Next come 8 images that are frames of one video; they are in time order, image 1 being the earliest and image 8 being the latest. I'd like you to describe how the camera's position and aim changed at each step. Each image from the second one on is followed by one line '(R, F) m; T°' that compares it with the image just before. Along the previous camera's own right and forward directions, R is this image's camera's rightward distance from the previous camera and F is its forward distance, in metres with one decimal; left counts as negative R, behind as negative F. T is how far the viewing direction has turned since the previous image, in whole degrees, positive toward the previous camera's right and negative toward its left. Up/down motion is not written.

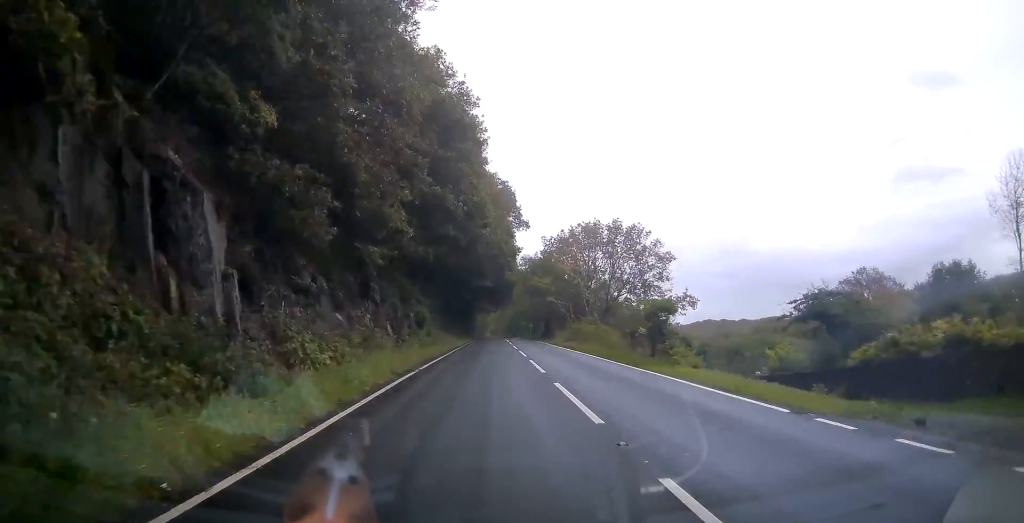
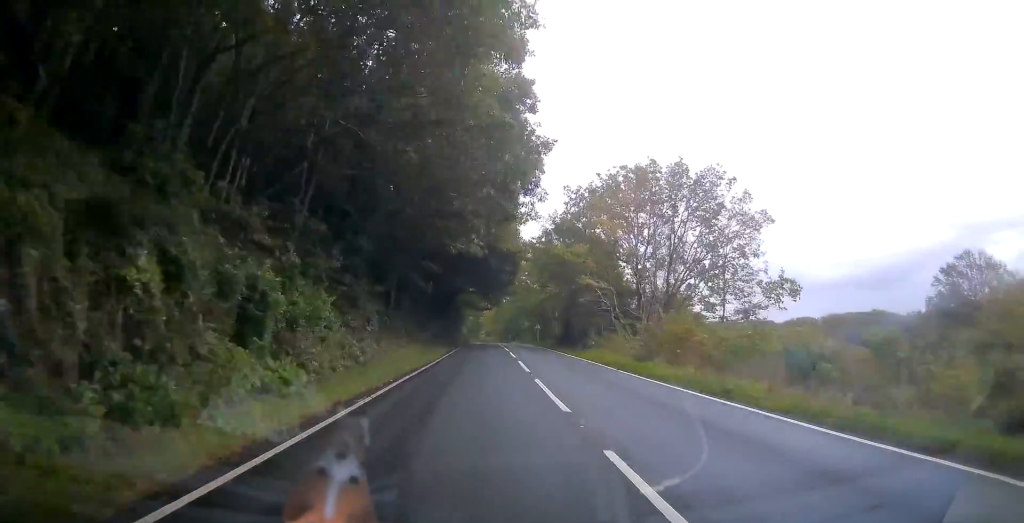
(-0.1, +25.8) m; 0°
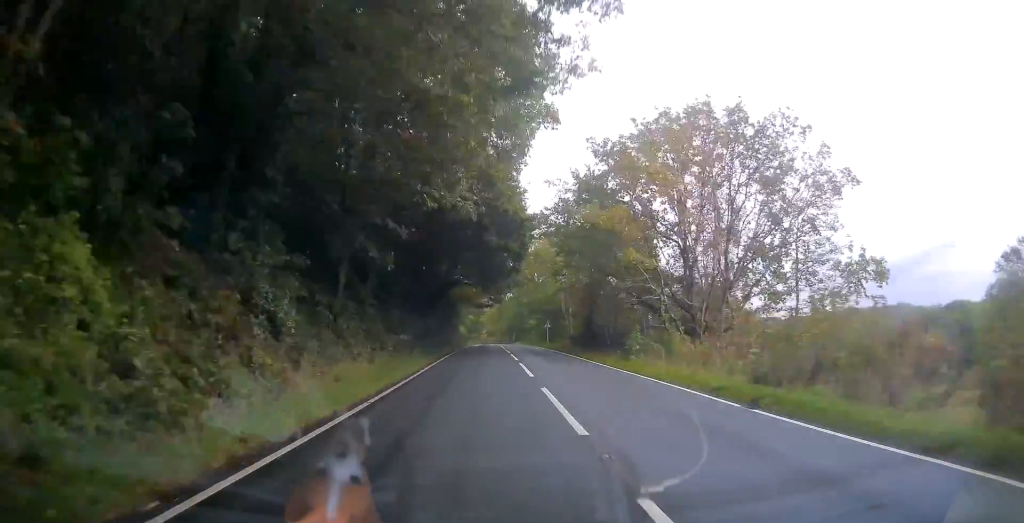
(0.0, +11.1) m; 0°
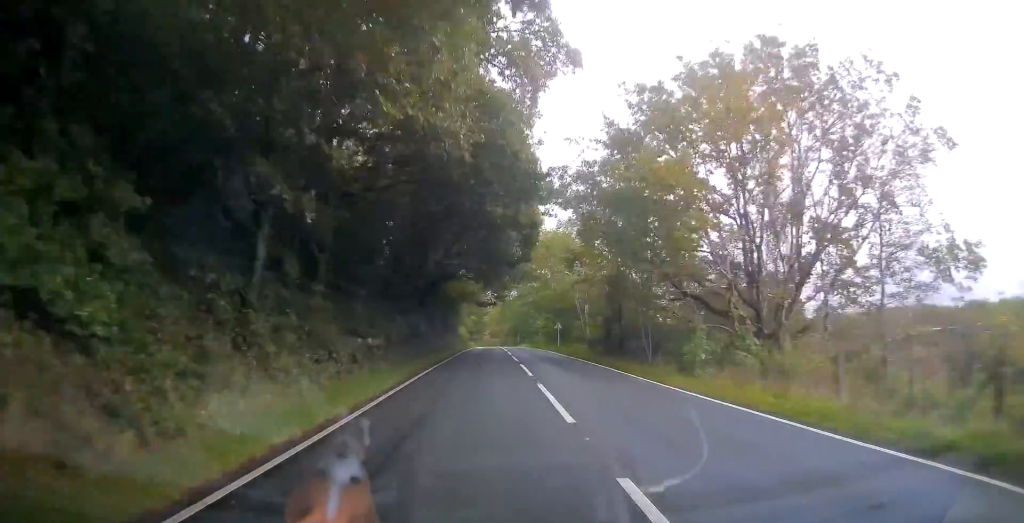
(-0.1, +7.9) m; 0°
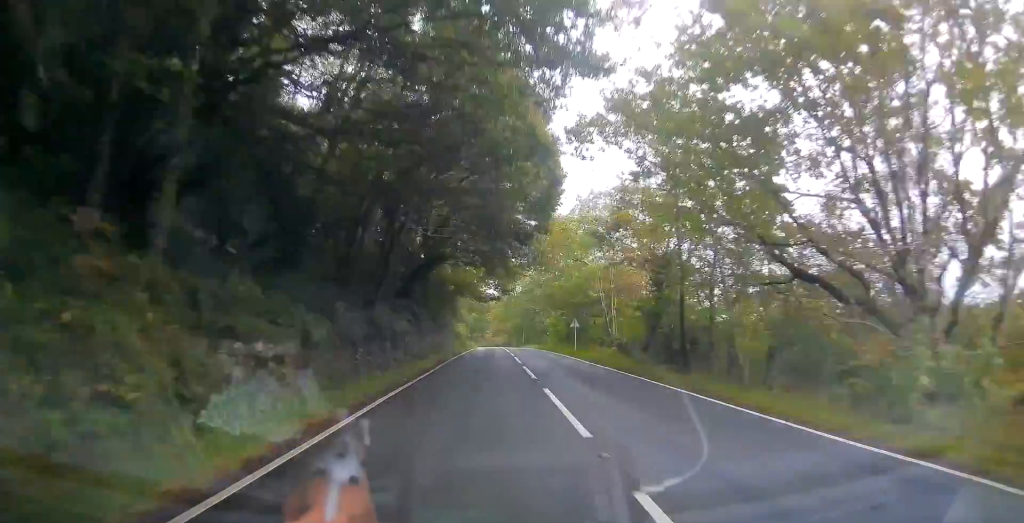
(-0.1, +9.9) m; 0°
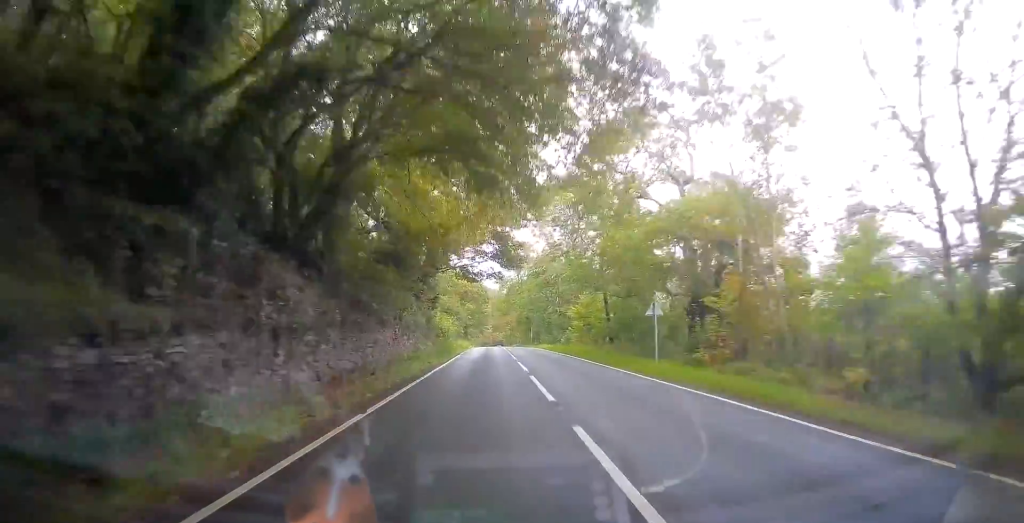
(+0.2, +23.5) m; +2°
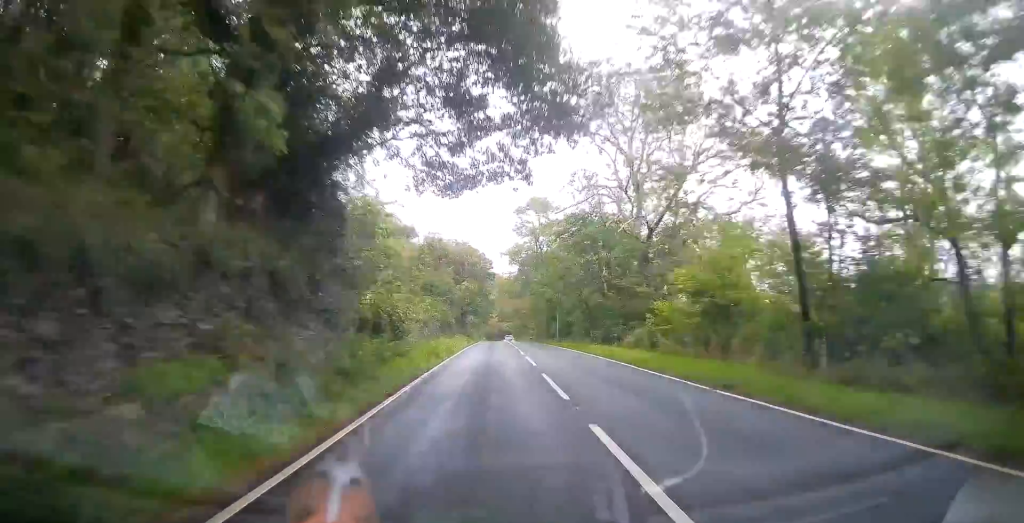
(+0.2, +27.0) m; -2°
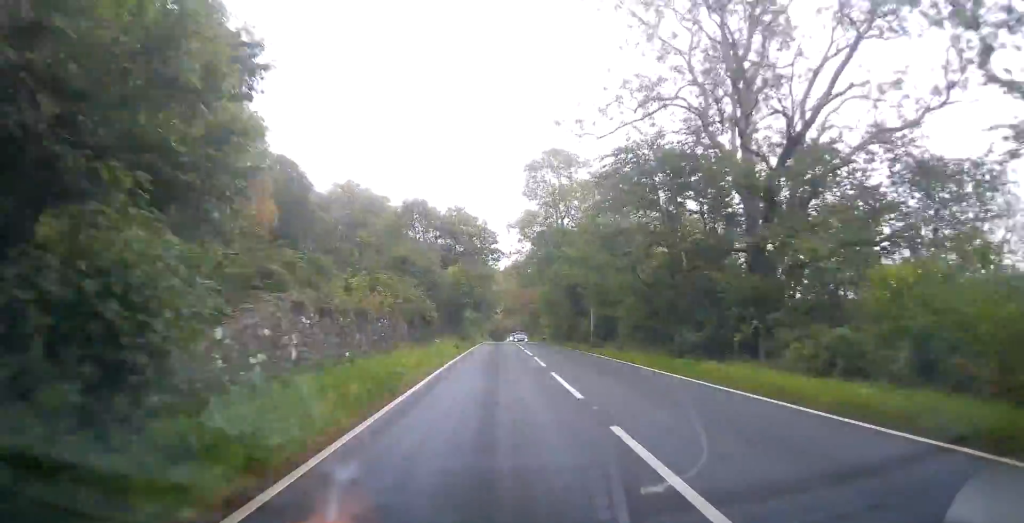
(-0.5, +18.0) m; -1°
